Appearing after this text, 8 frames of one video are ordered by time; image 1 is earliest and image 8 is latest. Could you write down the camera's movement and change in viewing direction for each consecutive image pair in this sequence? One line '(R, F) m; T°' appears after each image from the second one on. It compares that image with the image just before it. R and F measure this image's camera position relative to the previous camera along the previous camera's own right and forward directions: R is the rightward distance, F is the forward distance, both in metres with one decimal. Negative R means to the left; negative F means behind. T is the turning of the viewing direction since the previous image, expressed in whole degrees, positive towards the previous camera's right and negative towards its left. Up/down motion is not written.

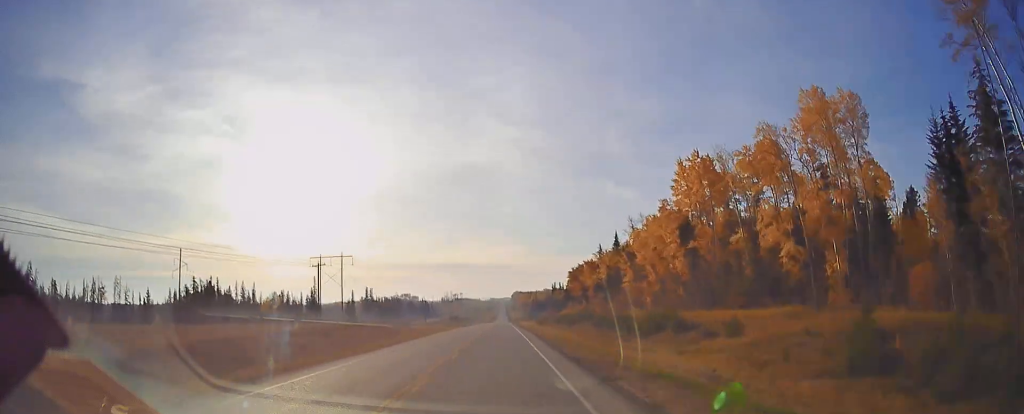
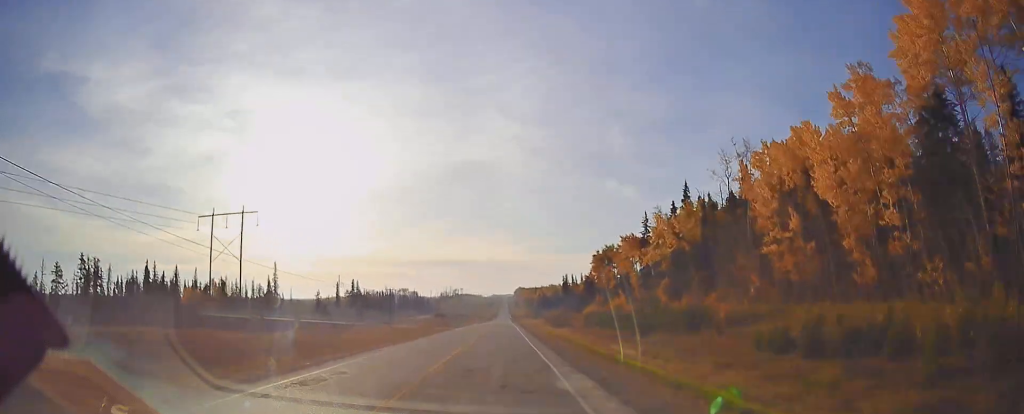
(0.0, +63.3) m; 0°
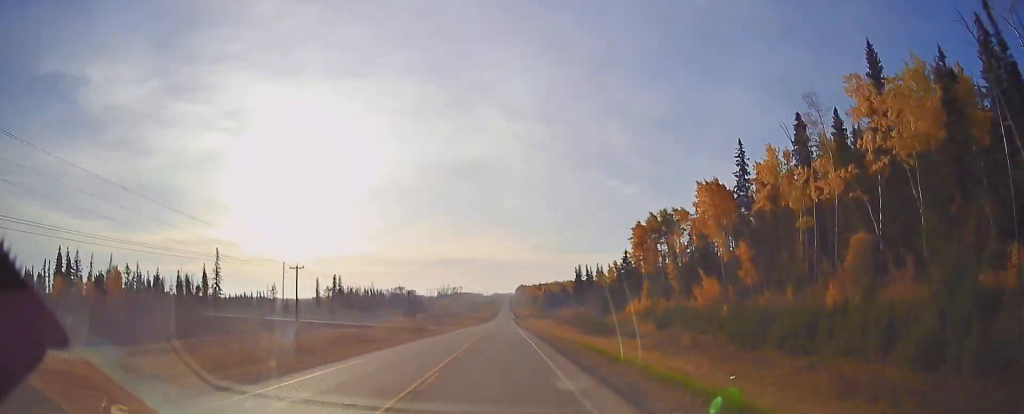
(-0.1, +64.3) m; 0°
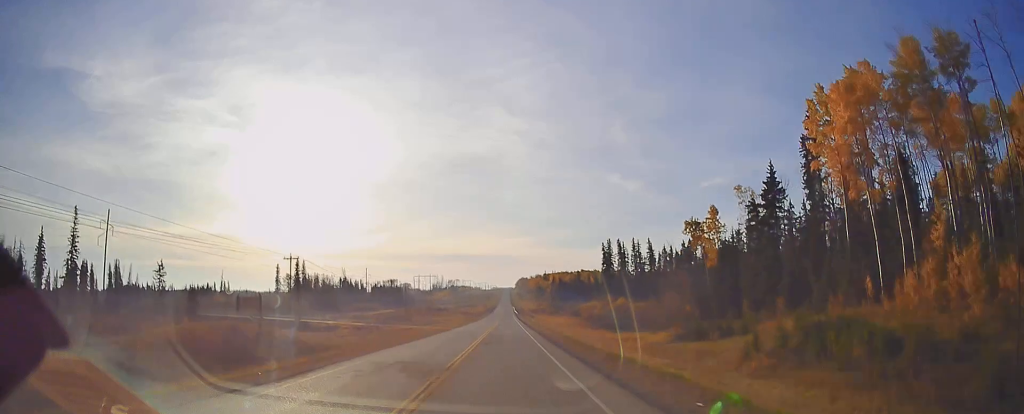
(0.0, +108.1) m; 0°
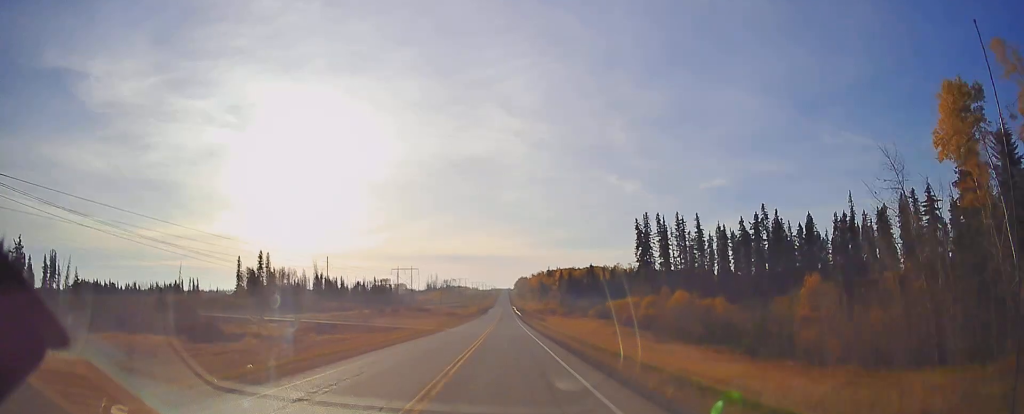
(0.0, +49.9) m; 0°
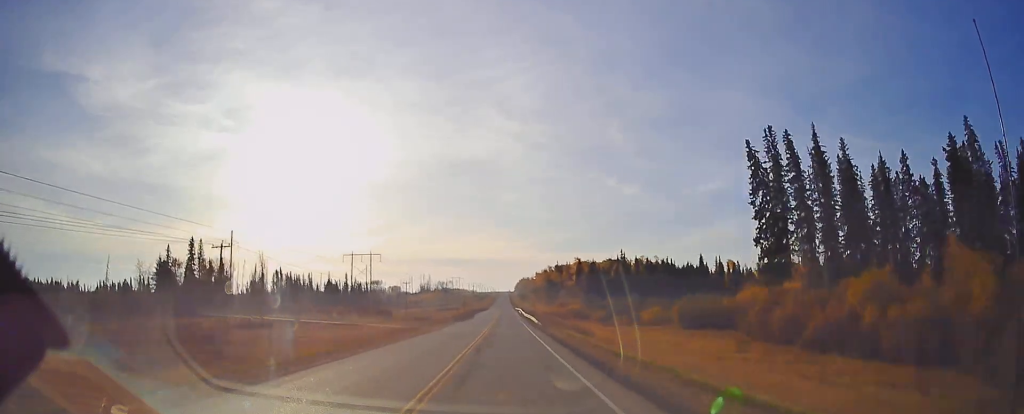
(-0.1, +56.1) m; 0°
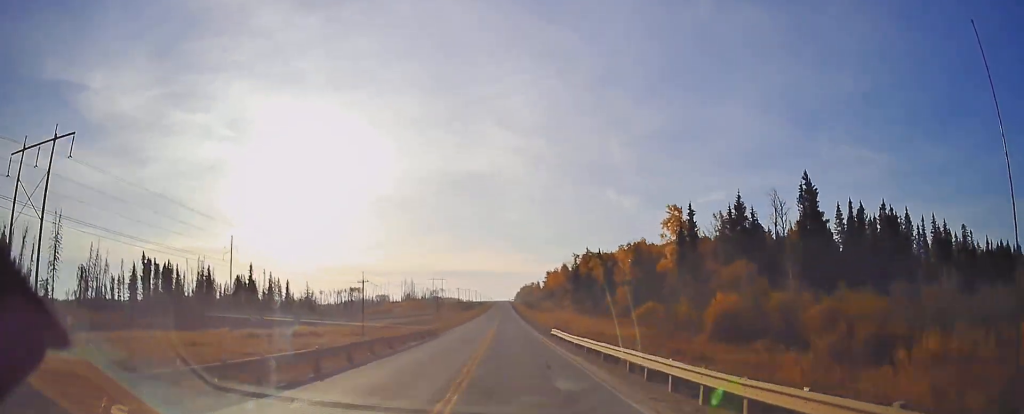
(+0.2, +110.2) m; +1°
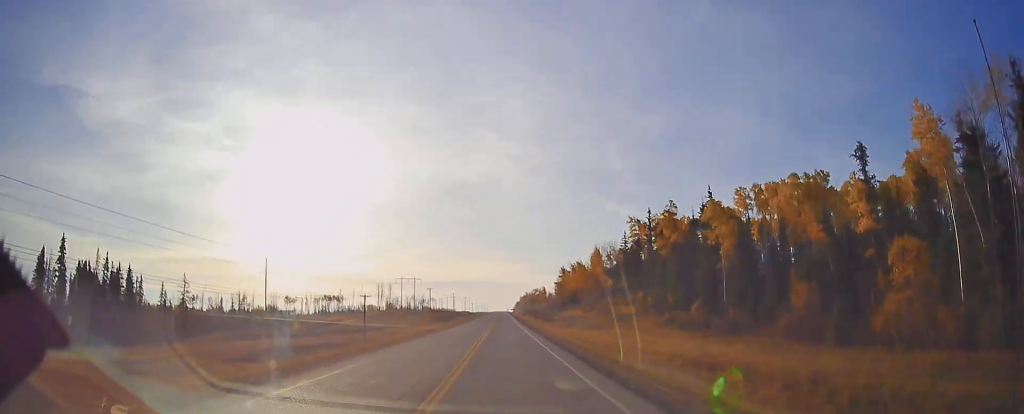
(+0.7, +89.8) m; 0°
